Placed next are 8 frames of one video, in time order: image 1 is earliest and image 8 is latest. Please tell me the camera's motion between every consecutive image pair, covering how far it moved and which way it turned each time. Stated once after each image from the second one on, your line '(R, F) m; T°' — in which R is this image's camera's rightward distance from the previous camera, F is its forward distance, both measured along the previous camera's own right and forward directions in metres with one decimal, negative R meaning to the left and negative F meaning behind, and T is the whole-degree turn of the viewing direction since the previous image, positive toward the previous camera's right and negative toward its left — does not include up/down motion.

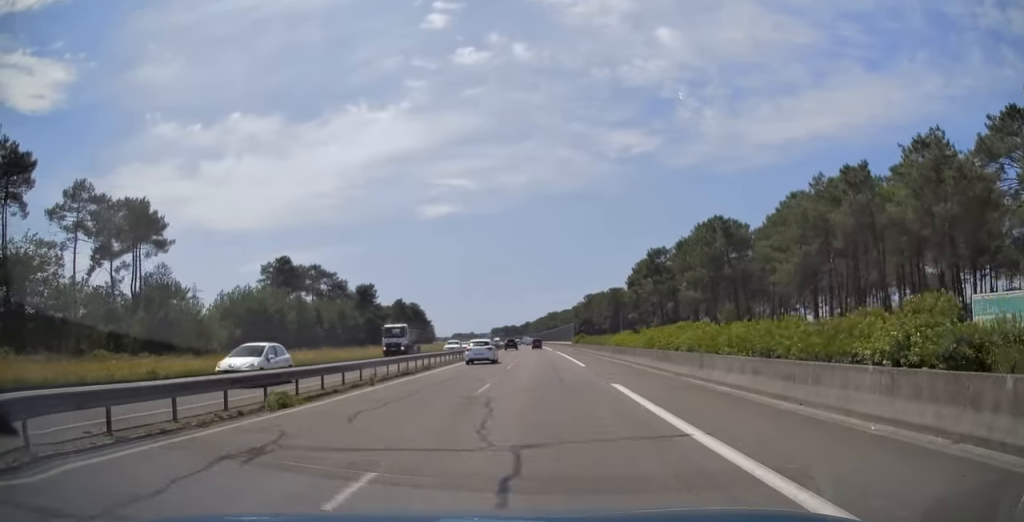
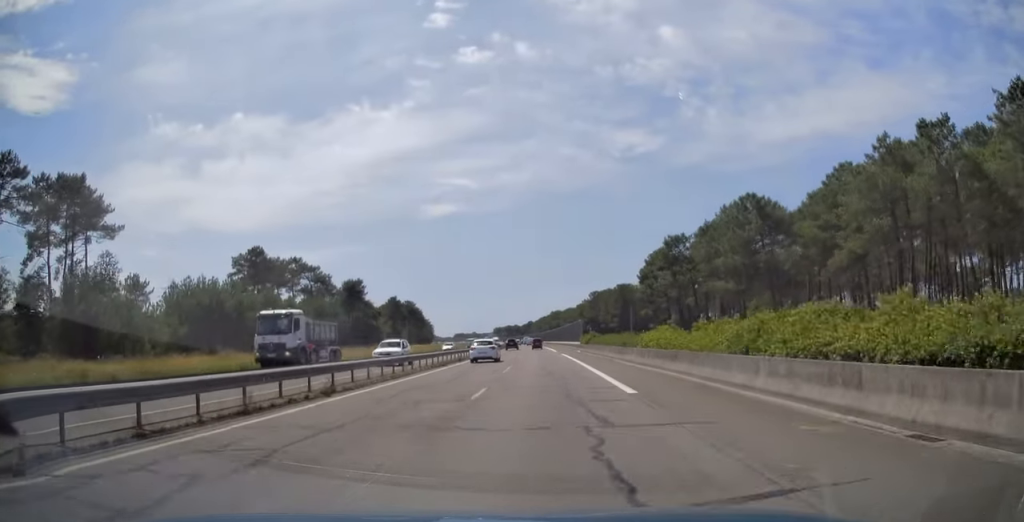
(-0.1, +15.2) m; -1°
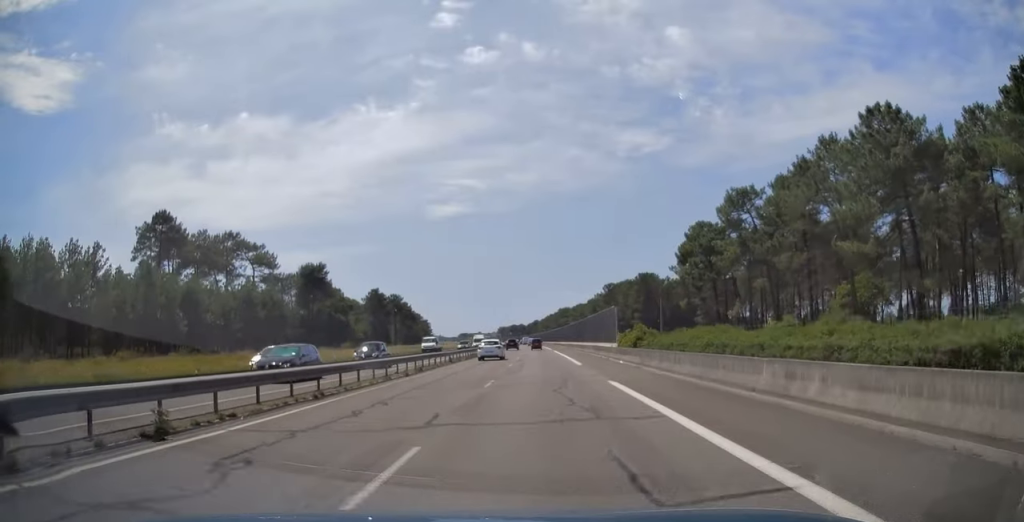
(-0.4, +35.4) m; -1°
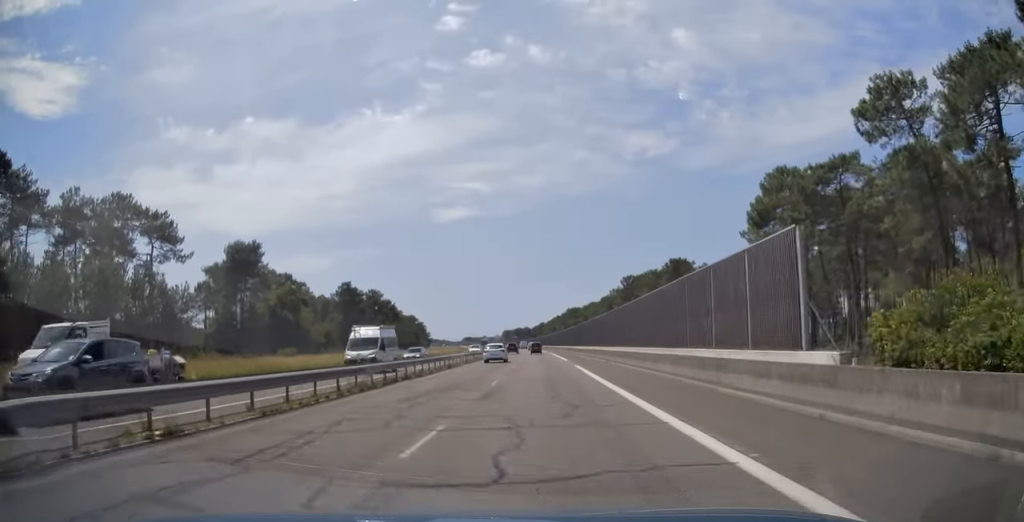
(+0.2, +36.4) m; +1°
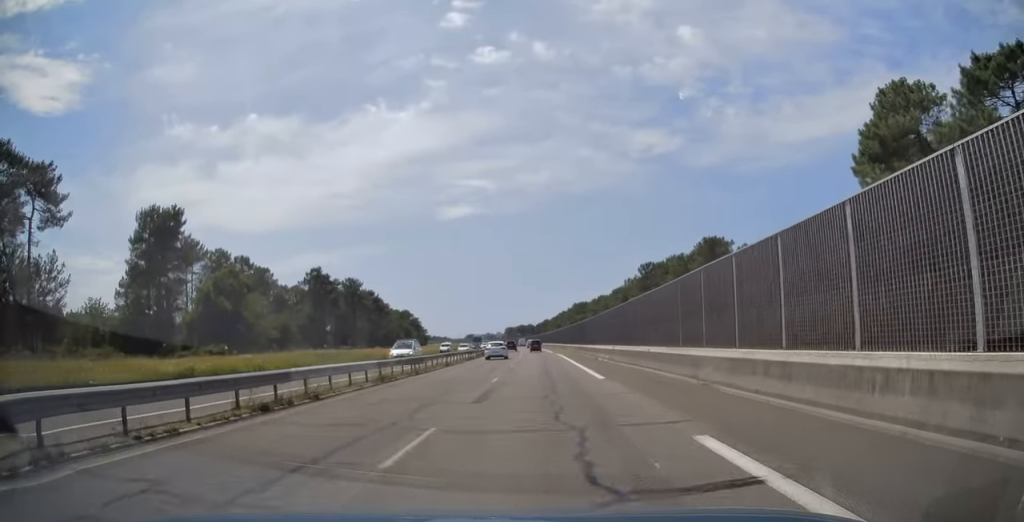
(0.0, +26.6) m; -1°
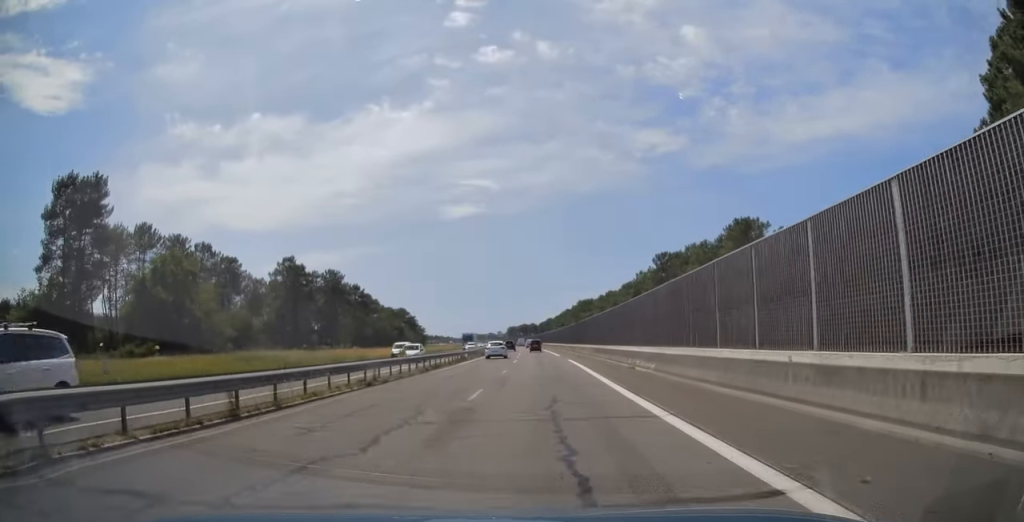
(0.0, +17.8) m; -1°
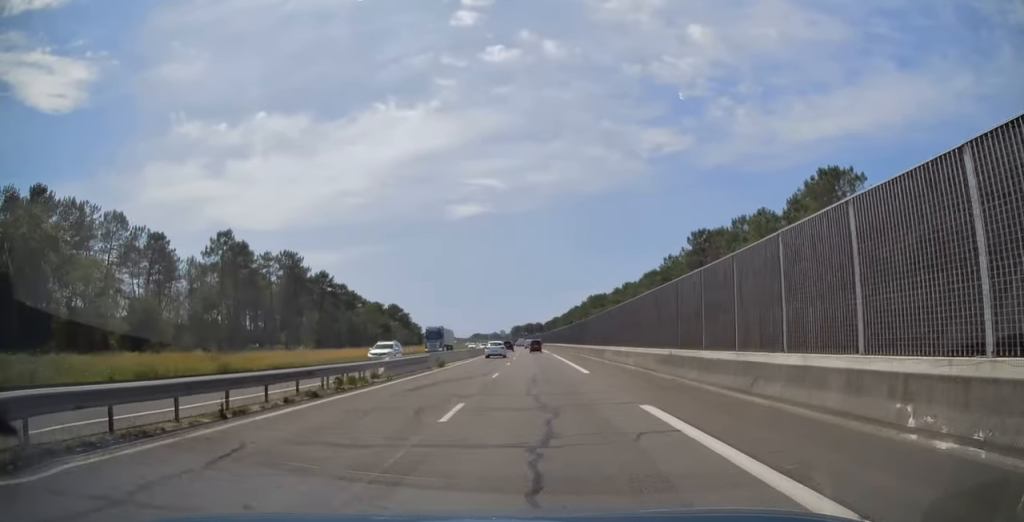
(-0.5, +29.9) m; -1°
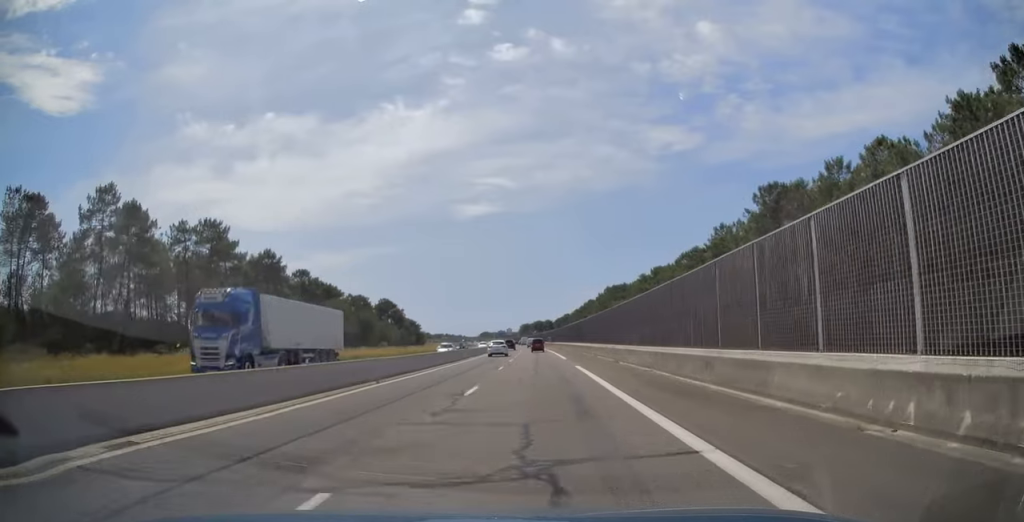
(0.0, +33.9) m; 0°
